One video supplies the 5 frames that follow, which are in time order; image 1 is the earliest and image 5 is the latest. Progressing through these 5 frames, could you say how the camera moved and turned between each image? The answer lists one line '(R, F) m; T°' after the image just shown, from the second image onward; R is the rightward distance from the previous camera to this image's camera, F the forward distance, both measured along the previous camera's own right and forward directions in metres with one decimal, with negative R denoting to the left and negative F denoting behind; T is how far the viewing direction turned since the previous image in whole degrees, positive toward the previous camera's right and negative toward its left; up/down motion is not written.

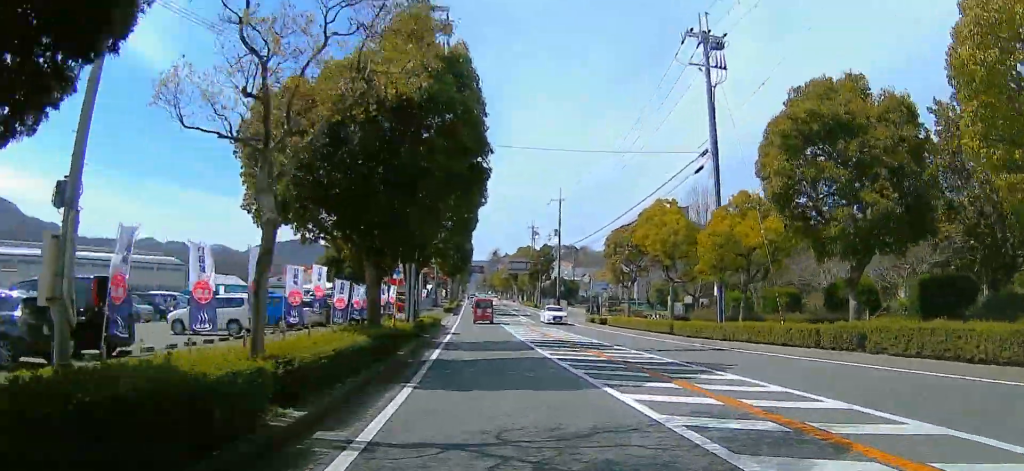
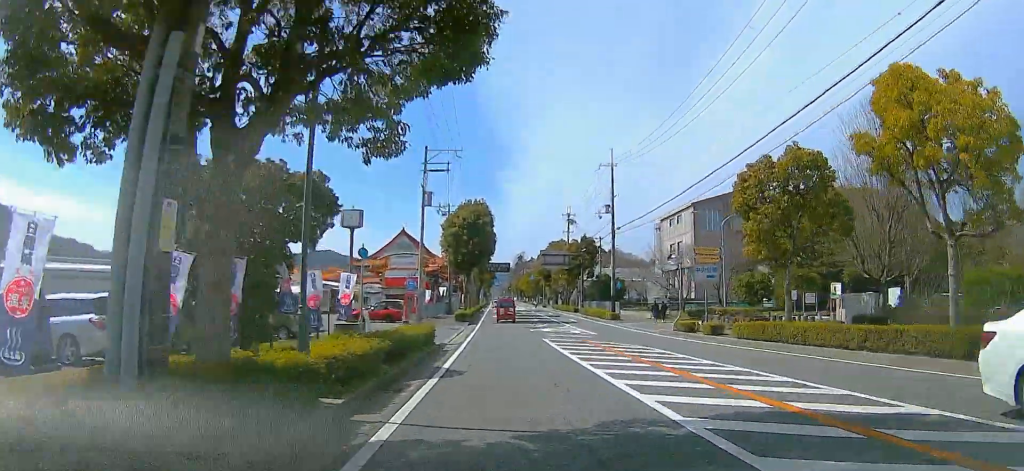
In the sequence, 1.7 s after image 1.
(-0.3, +4.5) m; -6°
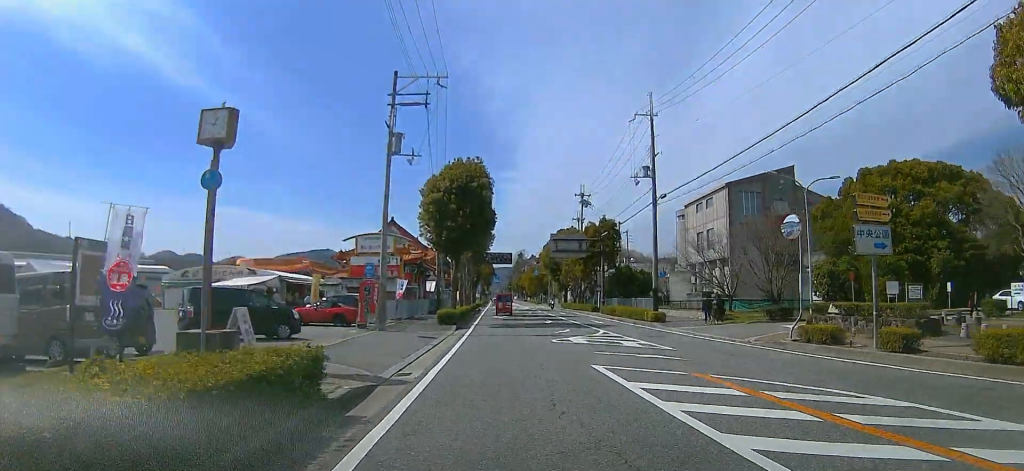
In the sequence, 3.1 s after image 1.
(-1.1, +22.9) m; -8°
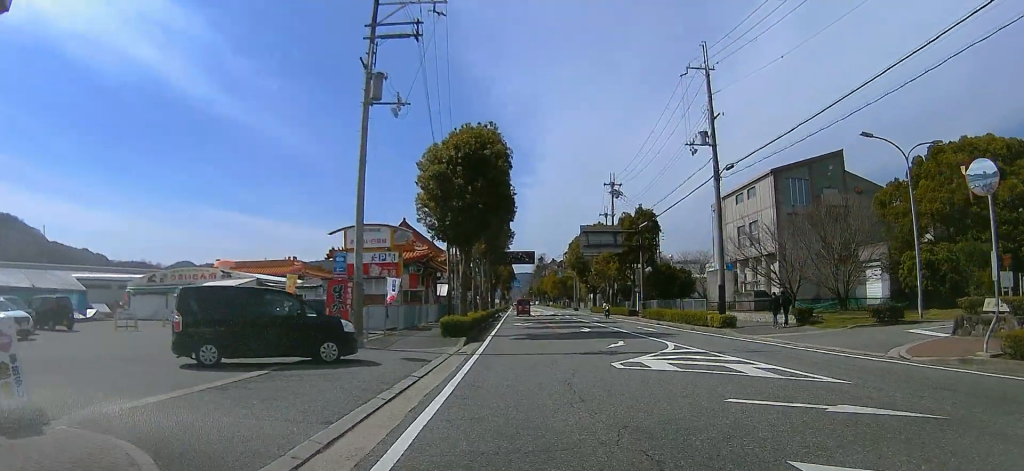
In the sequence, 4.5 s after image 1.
(-1.5, +16.6) m; -10°
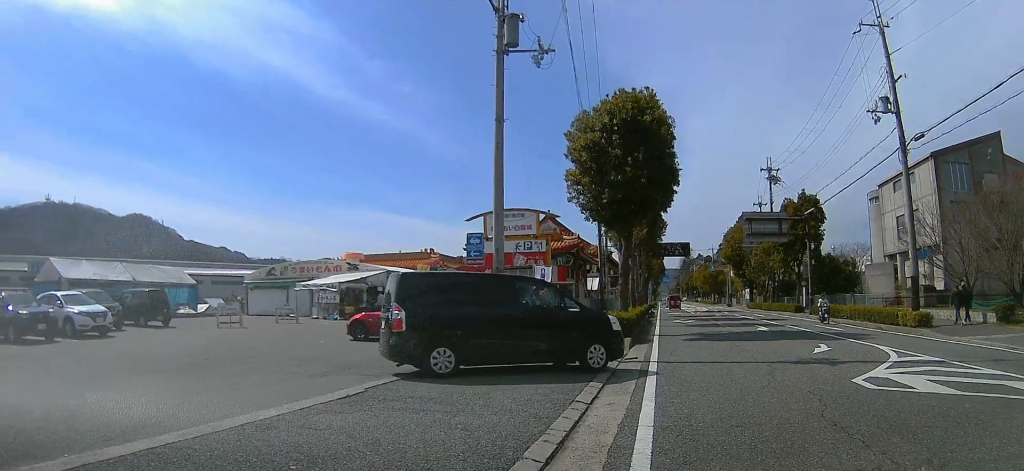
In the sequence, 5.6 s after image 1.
(-0.5, +7.1) m; -12°
